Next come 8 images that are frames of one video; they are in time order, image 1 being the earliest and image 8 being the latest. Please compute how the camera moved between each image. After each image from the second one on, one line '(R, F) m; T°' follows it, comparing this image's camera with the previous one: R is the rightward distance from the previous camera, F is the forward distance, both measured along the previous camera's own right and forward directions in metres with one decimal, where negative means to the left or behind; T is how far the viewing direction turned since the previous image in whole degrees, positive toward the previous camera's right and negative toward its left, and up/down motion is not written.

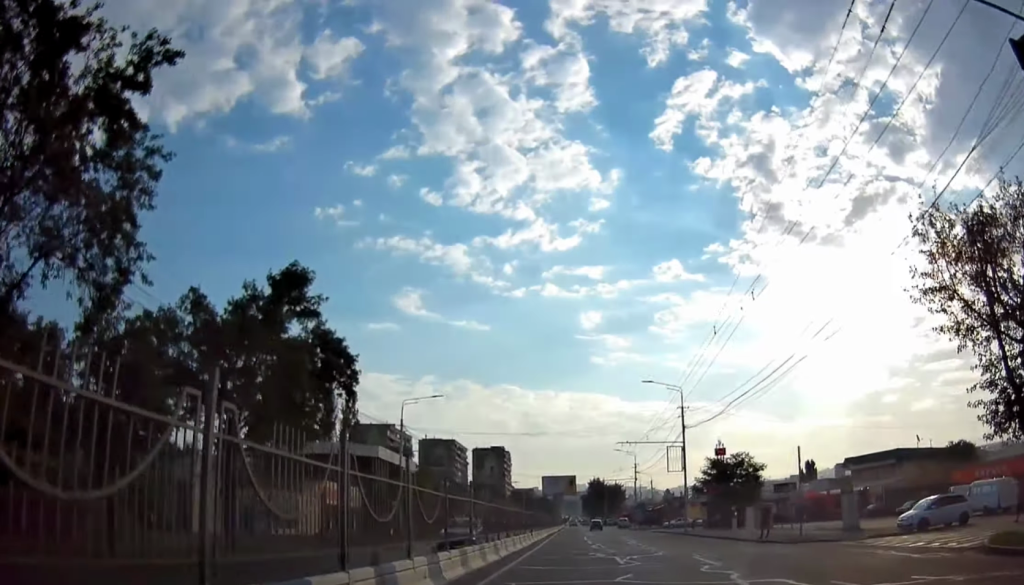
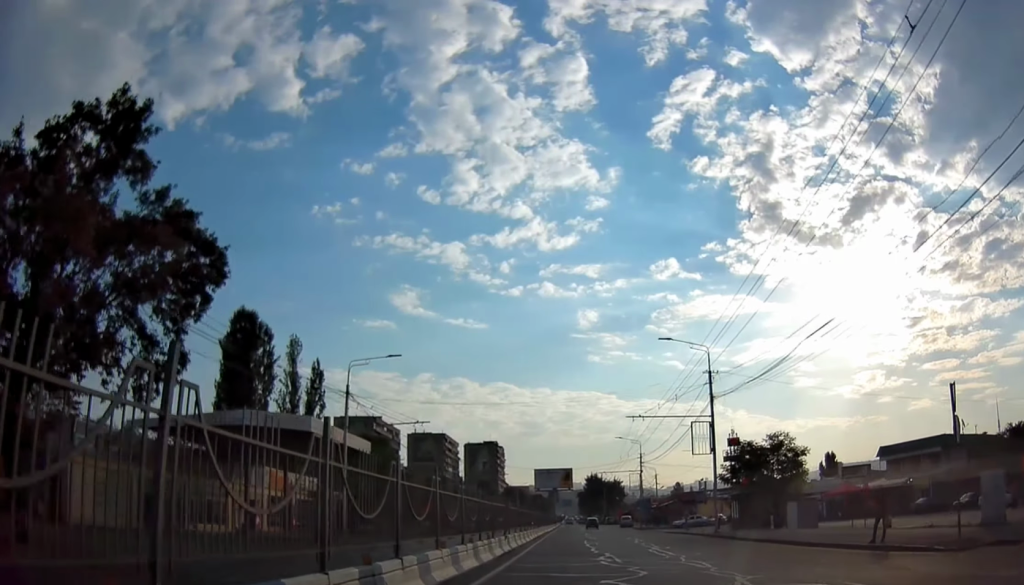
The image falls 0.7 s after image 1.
(+0.3, +12.5) m; 0°
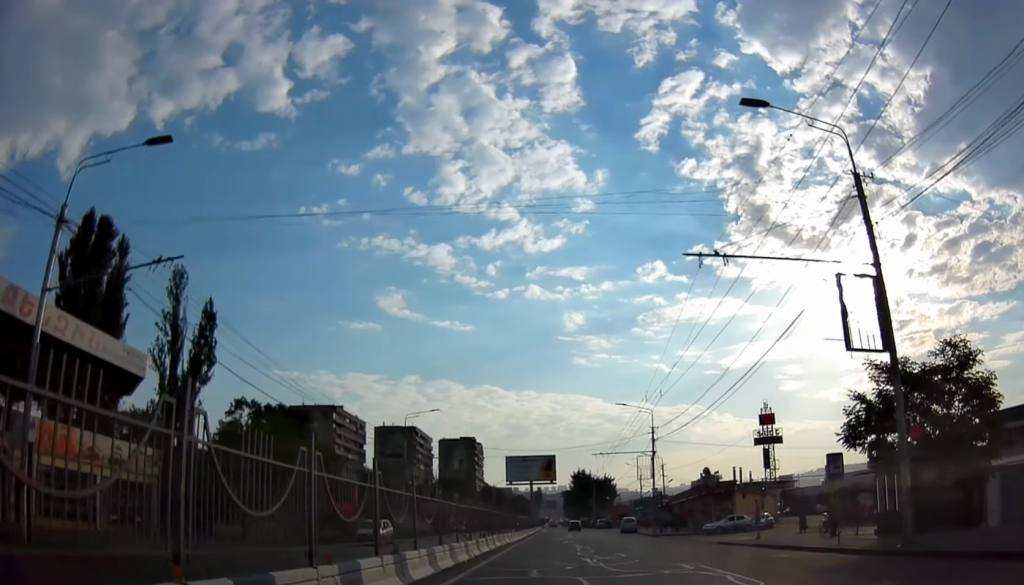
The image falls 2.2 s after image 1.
(-0.3, +25.9) m; 0°
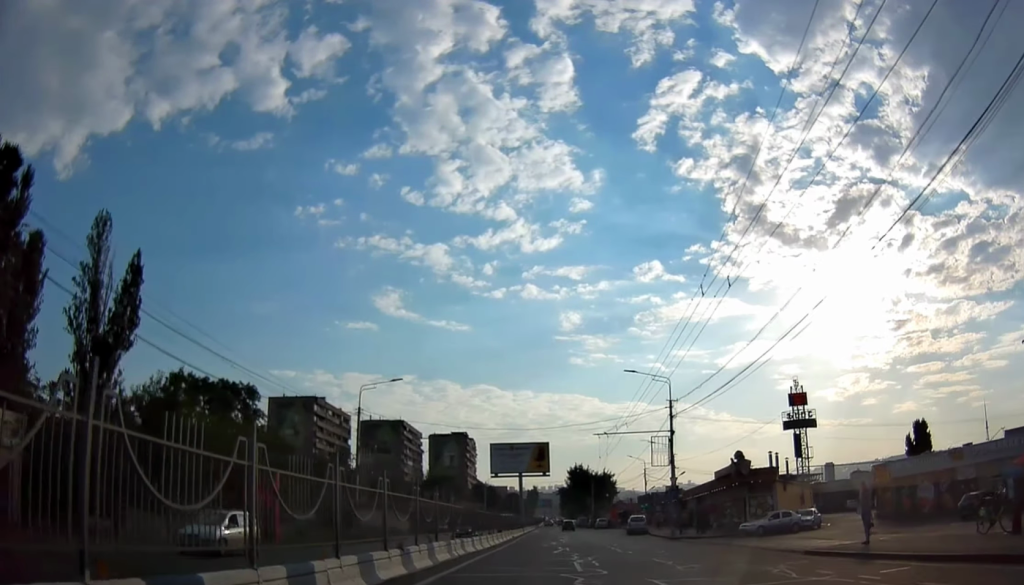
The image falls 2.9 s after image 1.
(+0.1, +12.3) m; +1°
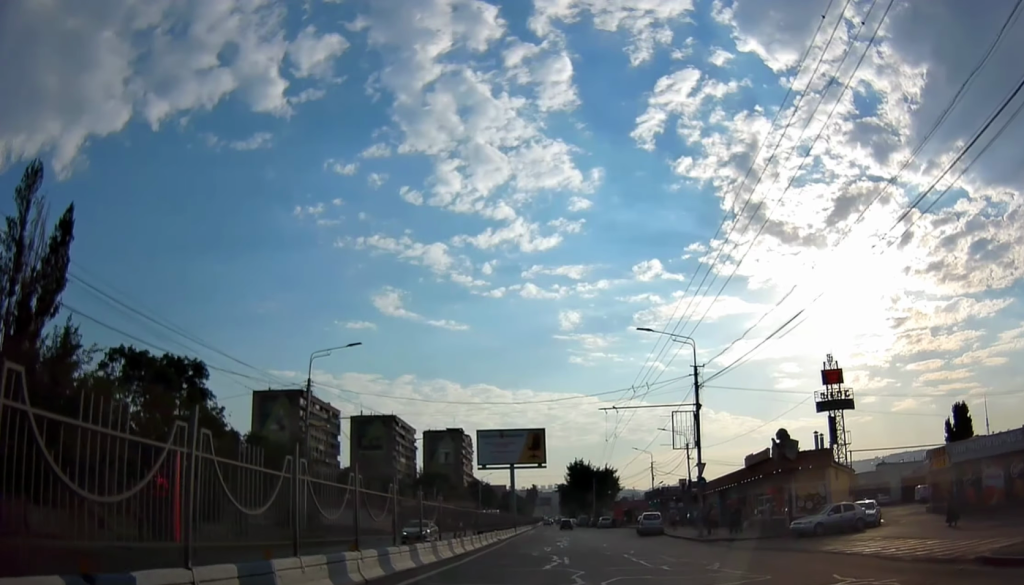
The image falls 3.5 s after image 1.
(+0.2, +9.8) m; 0°
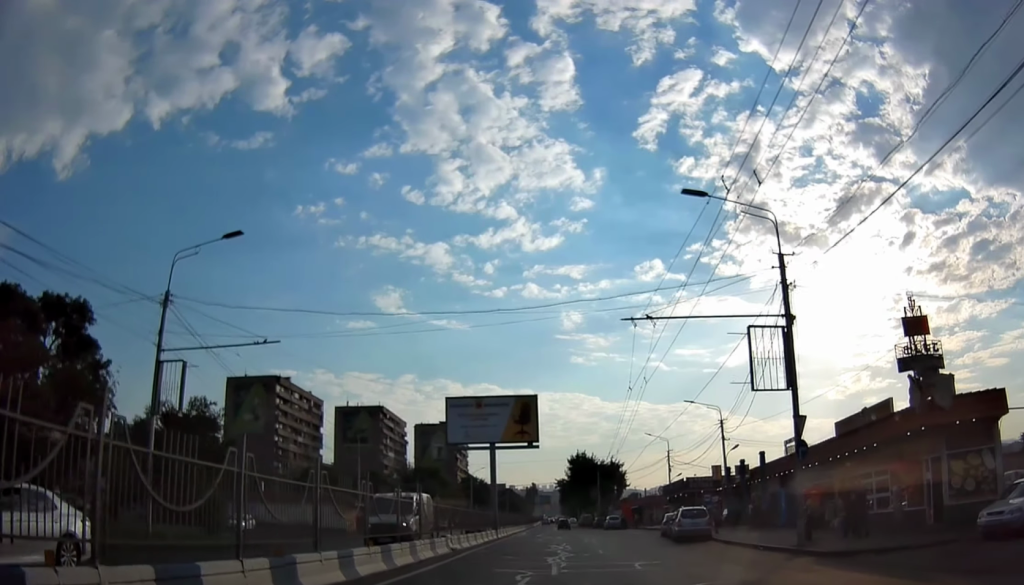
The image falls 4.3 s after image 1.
(0.0, +16.0) m; -1°
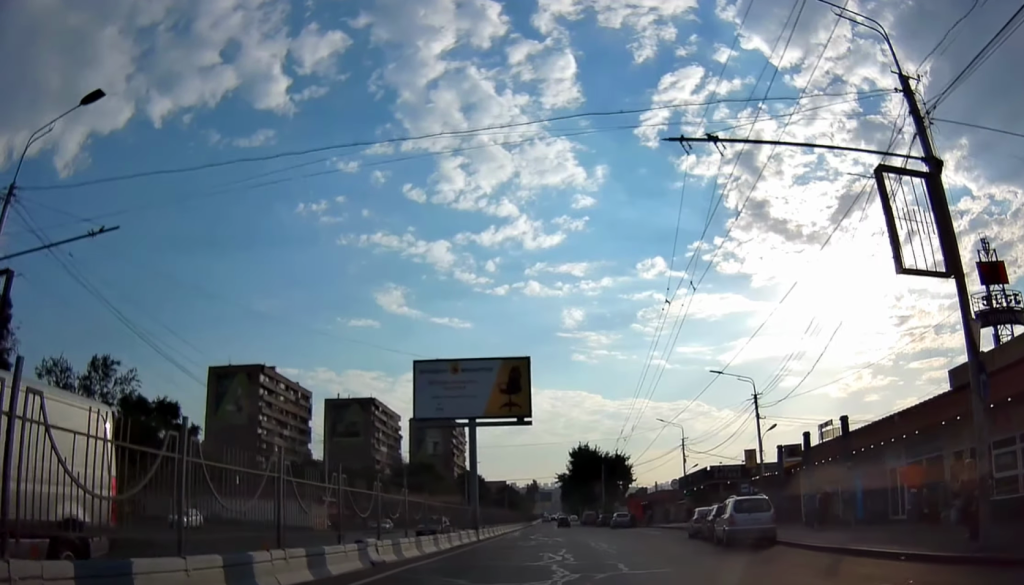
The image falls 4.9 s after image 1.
(-0.1, +10.1) m; -1°
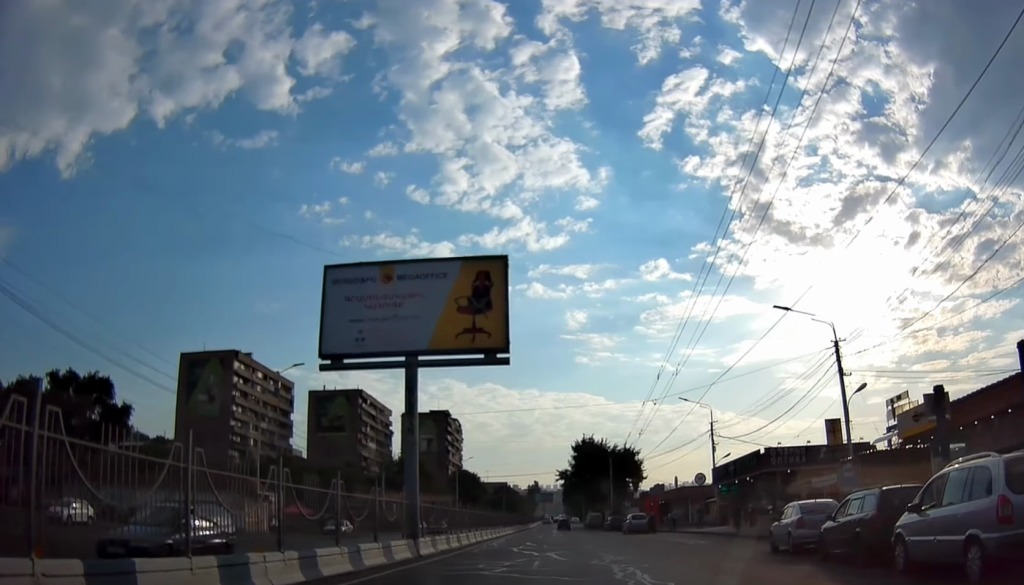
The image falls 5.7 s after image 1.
(0.0, +14.4) m; +1°
